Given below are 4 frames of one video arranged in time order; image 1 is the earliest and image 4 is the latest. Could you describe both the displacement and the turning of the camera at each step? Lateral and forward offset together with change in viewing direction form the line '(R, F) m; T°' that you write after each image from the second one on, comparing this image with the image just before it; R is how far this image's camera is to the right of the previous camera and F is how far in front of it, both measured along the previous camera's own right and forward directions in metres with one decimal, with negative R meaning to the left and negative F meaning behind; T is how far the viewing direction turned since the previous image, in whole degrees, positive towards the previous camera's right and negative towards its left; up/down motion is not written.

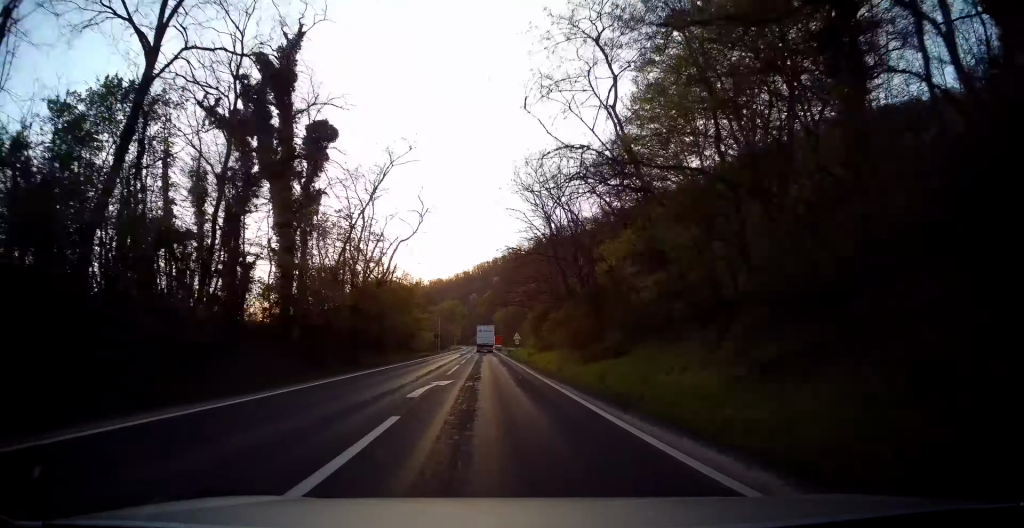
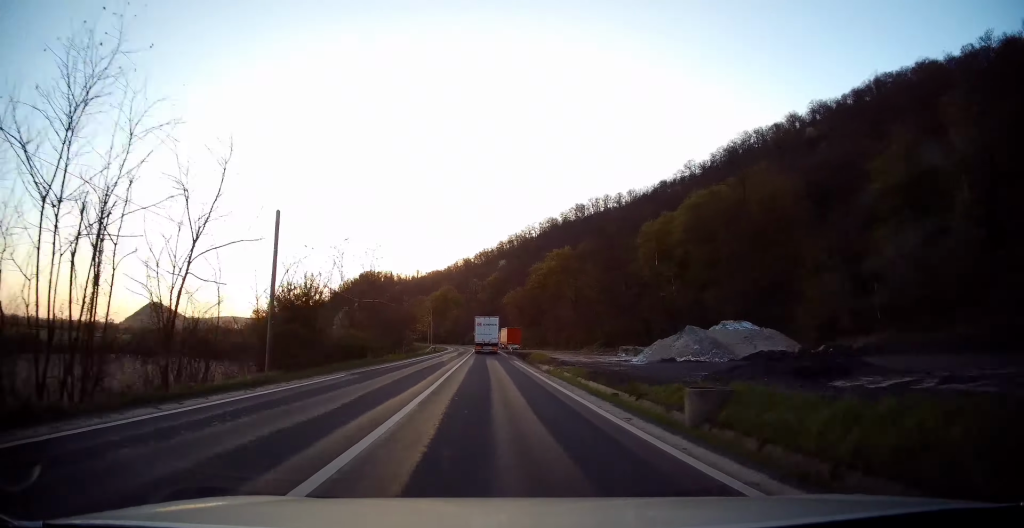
(0.0, +83.0) m; 0°
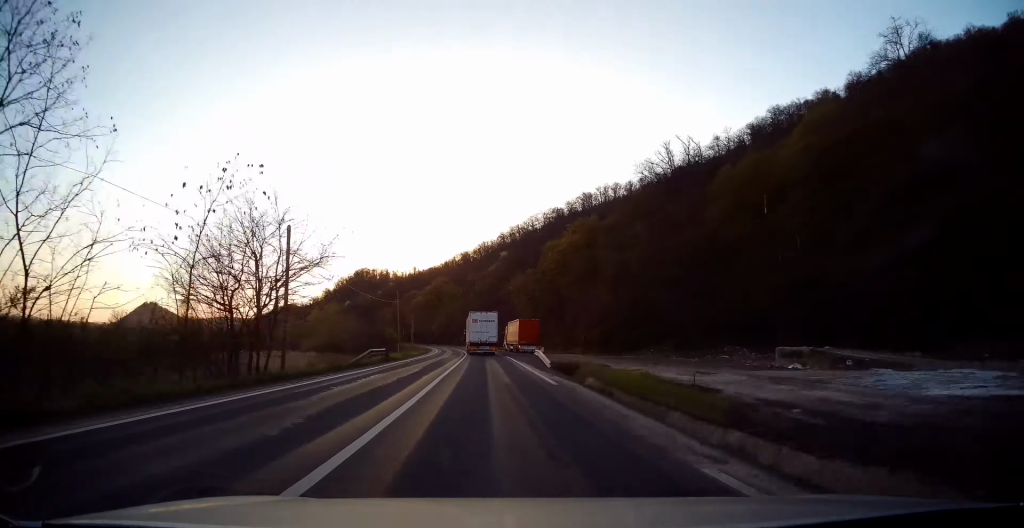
(+0.1, +34.4) m; 0°
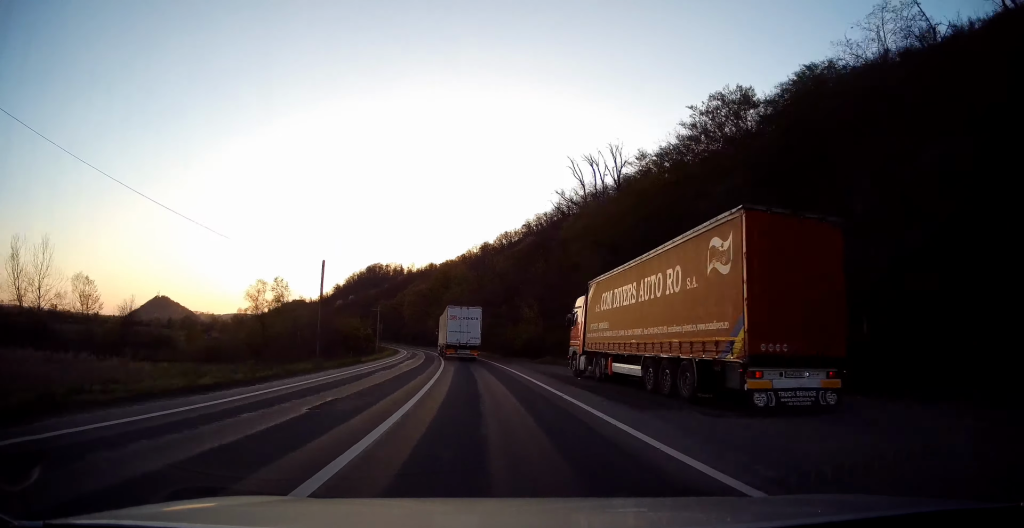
(-0.4, +57.7) m; -1°
